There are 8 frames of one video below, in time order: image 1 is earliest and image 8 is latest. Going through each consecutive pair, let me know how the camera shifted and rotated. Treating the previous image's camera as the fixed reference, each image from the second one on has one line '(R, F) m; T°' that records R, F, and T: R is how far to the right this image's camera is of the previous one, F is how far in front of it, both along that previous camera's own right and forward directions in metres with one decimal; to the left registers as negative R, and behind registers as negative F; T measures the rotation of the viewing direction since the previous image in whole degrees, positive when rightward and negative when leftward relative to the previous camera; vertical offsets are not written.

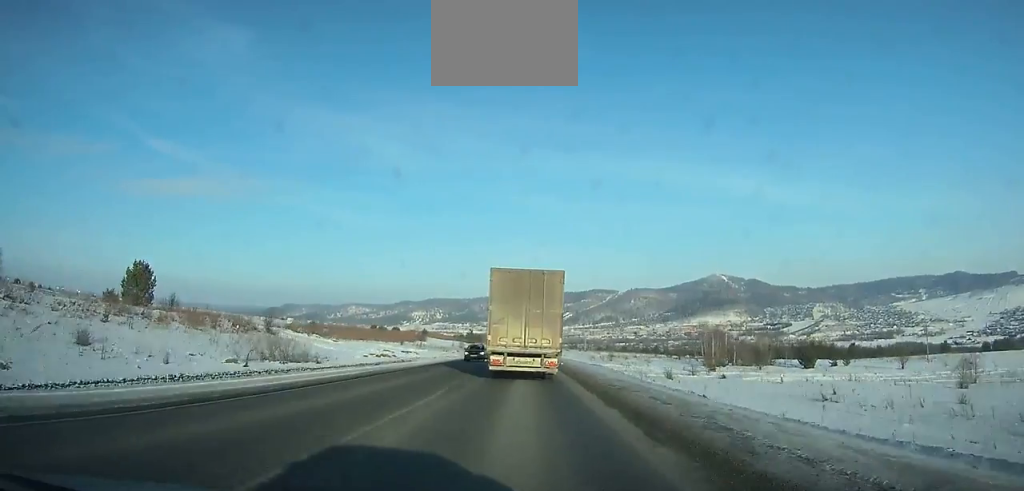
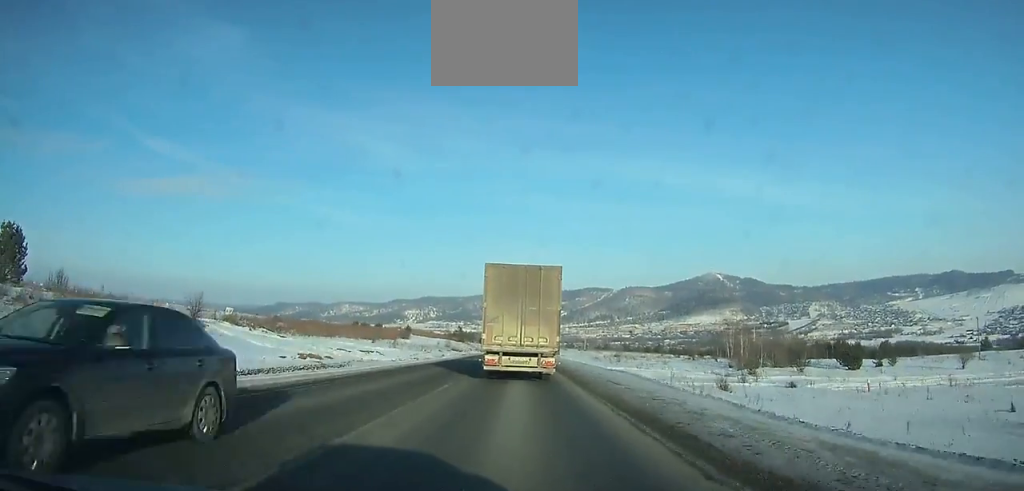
(+0.1, +19.5) m; 0°
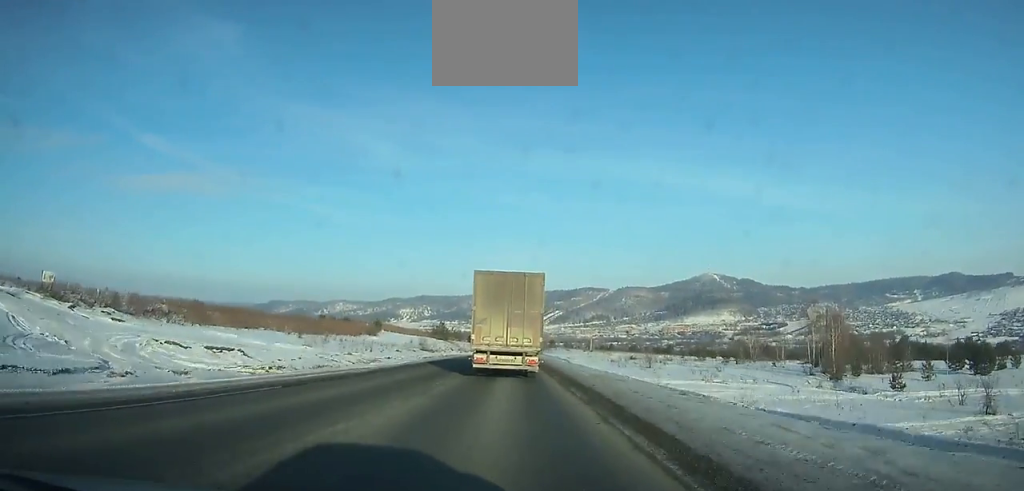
(0.0, +35.4) m; 0°
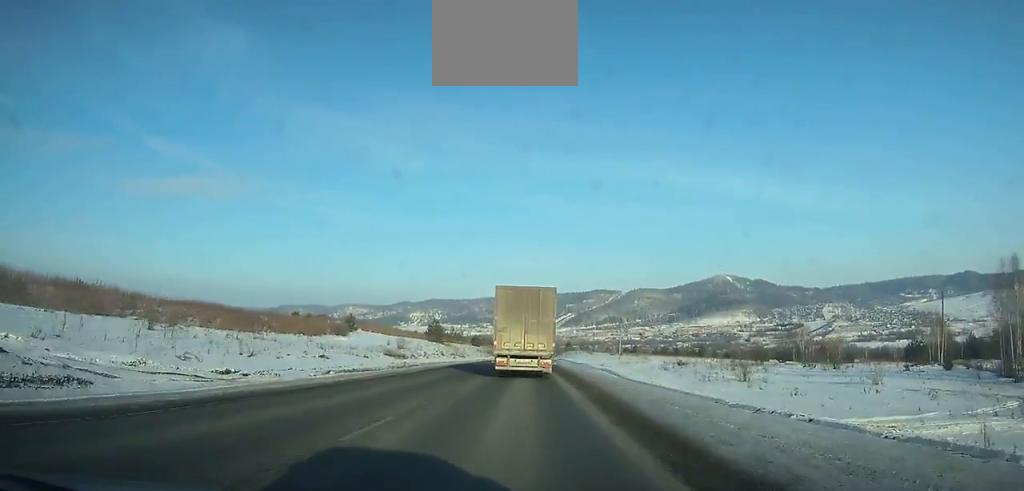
(0.0, +36.1) m; 0°
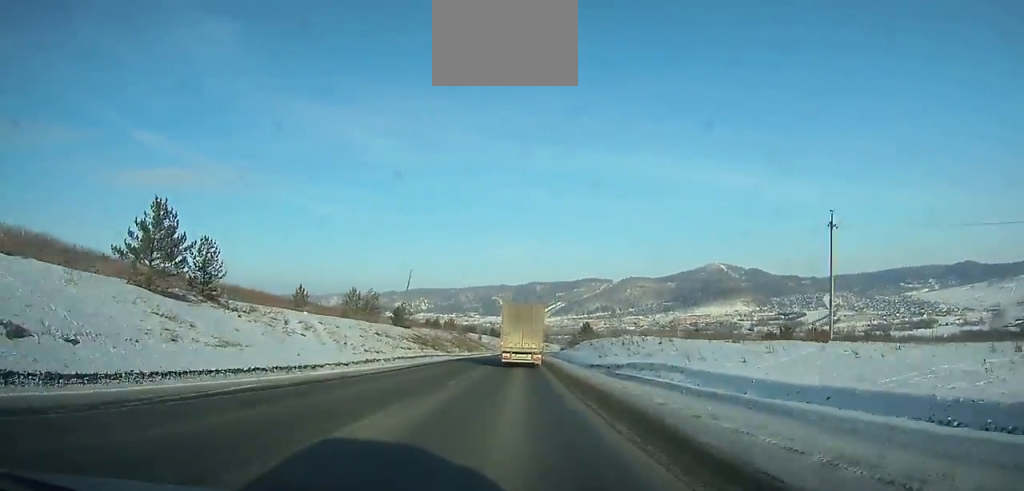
(+0.1, +109.7) m; 0°
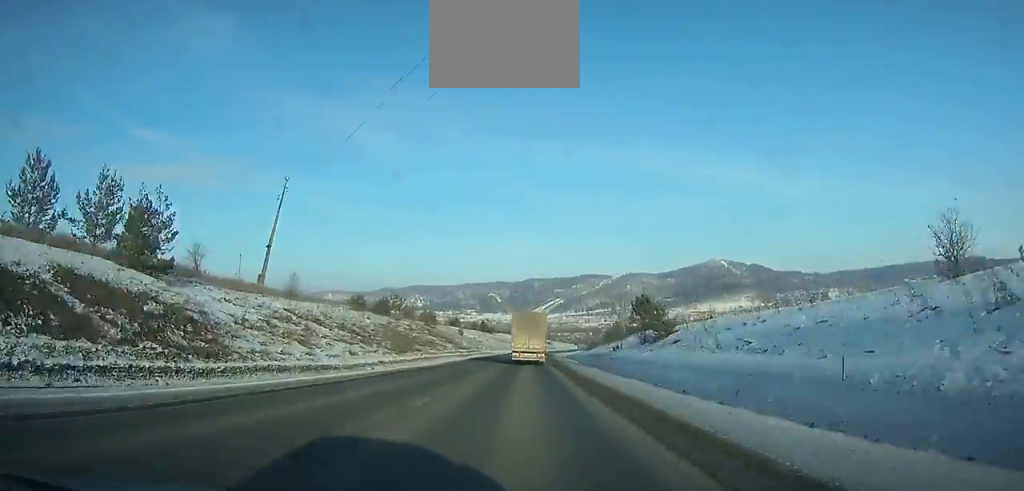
(+0.4, +68.7) m; +1°
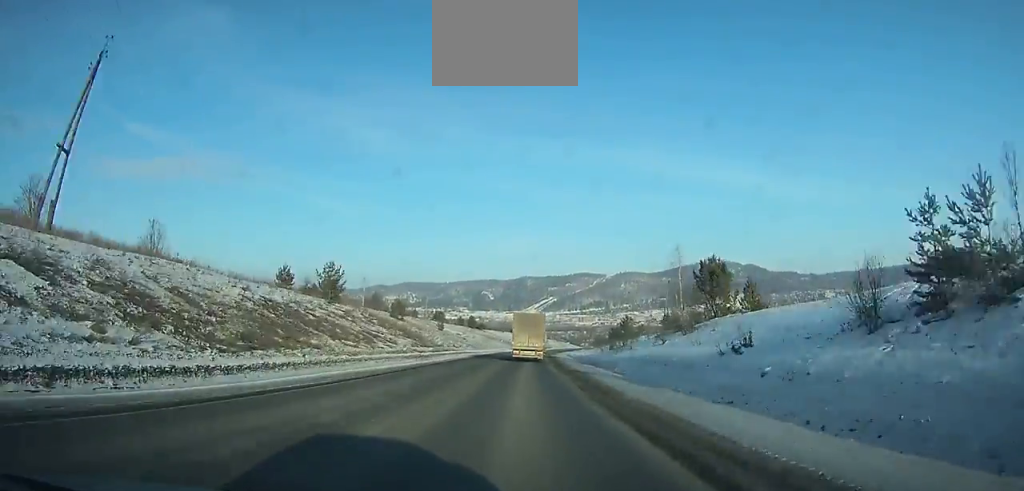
(+0.1, +29.4) m; +1°
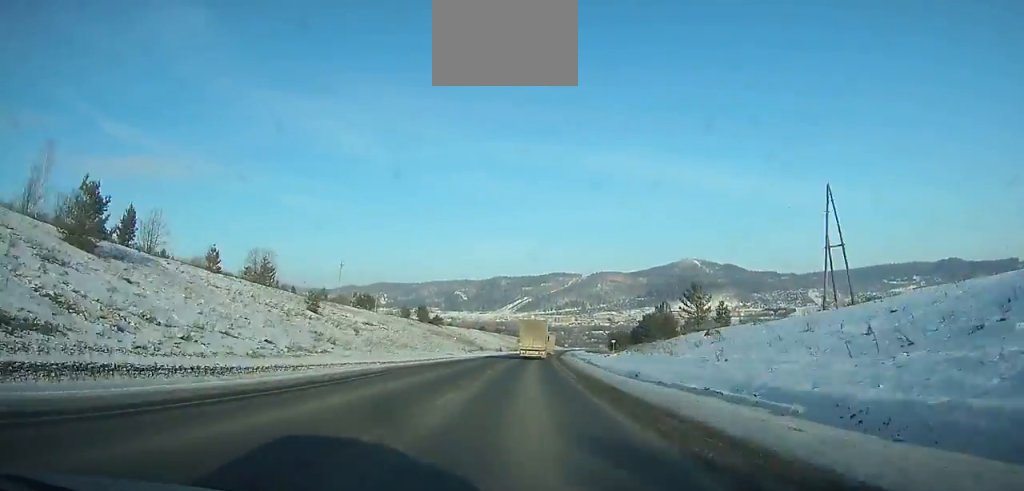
(+1.5, +78.6) m; +3°
